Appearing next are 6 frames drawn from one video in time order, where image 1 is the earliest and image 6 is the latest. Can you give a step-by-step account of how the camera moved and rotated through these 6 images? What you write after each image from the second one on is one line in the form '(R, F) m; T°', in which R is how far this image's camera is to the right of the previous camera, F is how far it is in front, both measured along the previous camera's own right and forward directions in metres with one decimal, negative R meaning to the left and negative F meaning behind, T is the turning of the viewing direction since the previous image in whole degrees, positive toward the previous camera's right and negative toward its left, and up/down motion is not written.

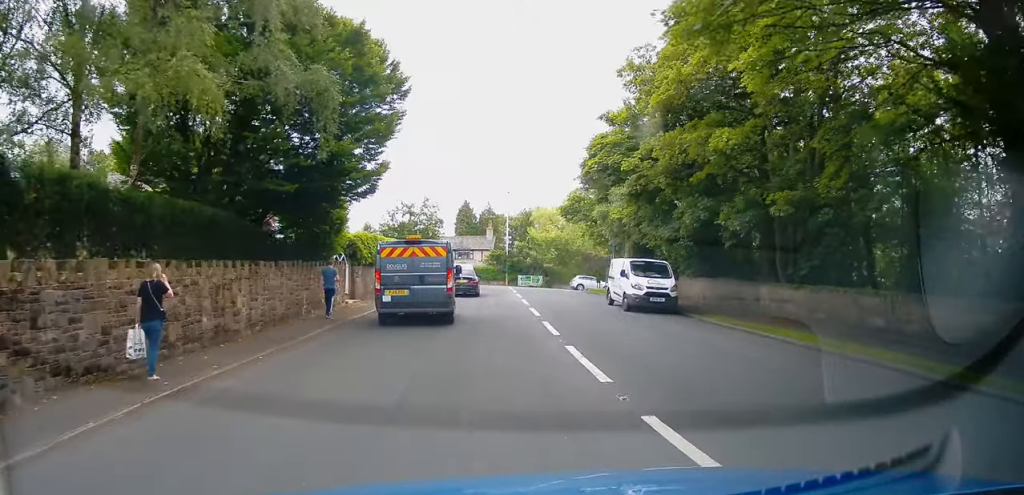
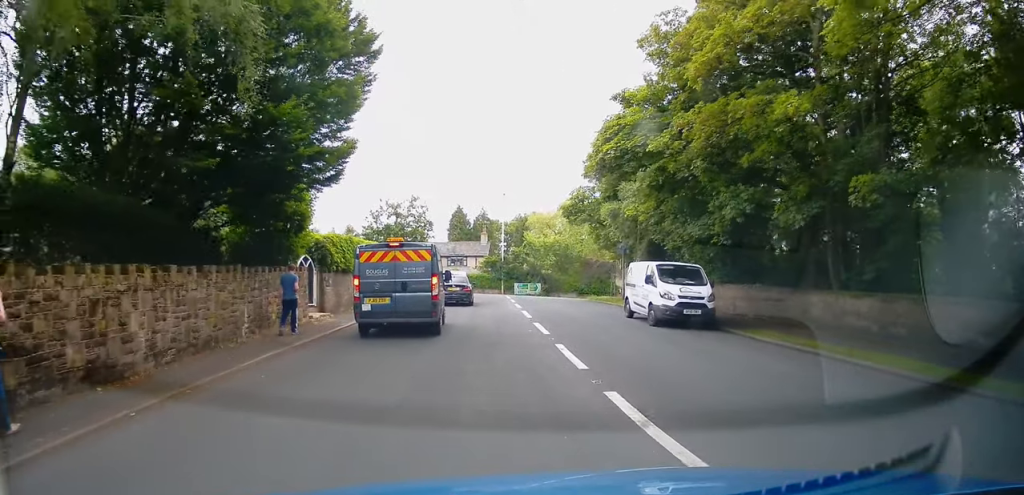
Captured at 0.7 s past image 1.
(0.0, +4.6) m; +3°
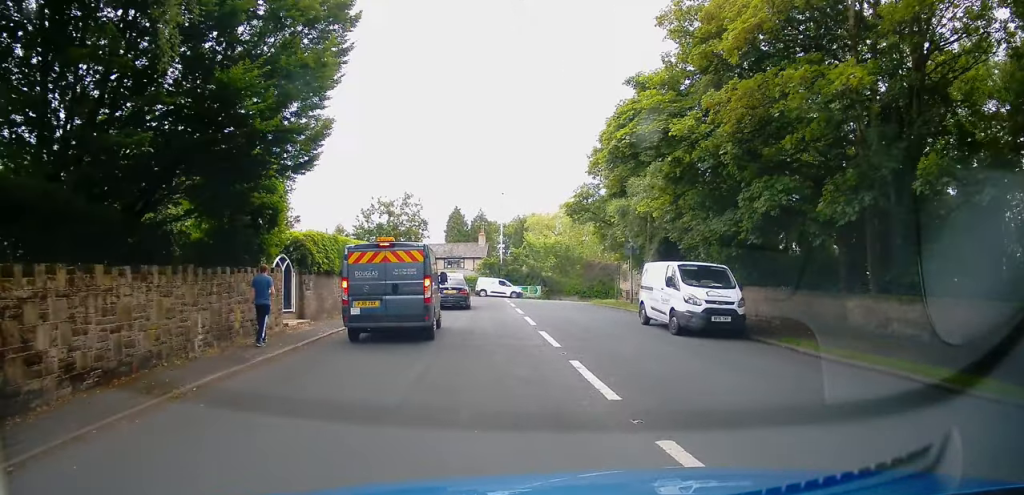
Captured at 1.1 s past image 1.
(+0.1, +2.3) m; 0°
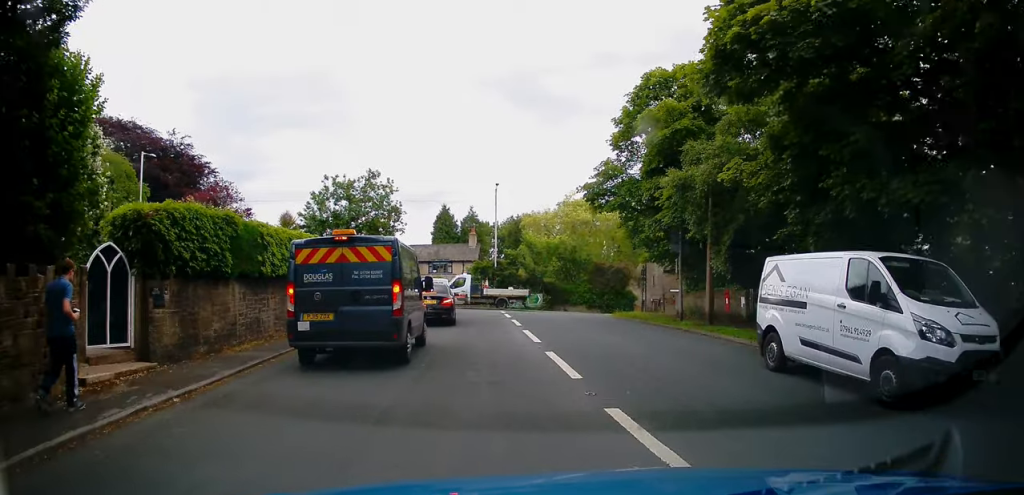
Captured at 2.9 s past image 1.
(-0.2, +9.6) m; -2°
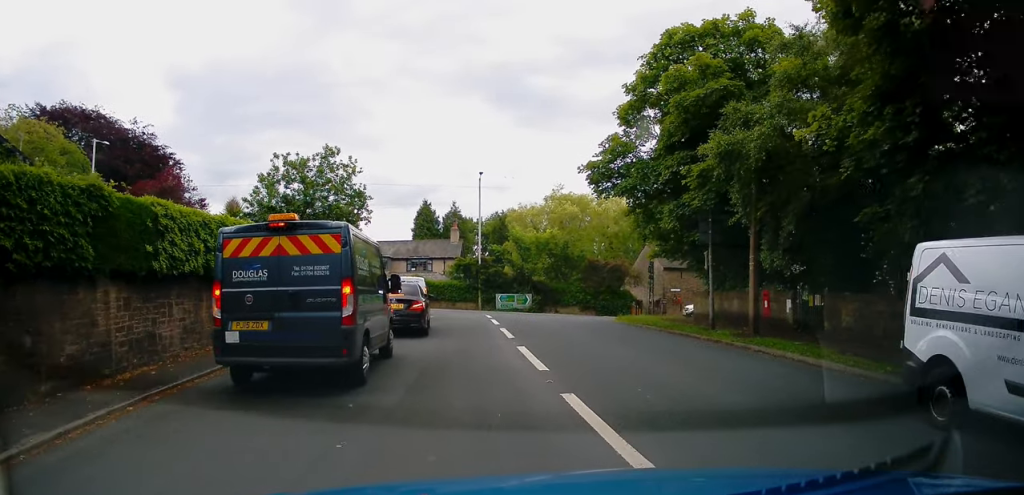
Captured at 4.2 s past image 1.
(+0.3, +5.2) m; +6°
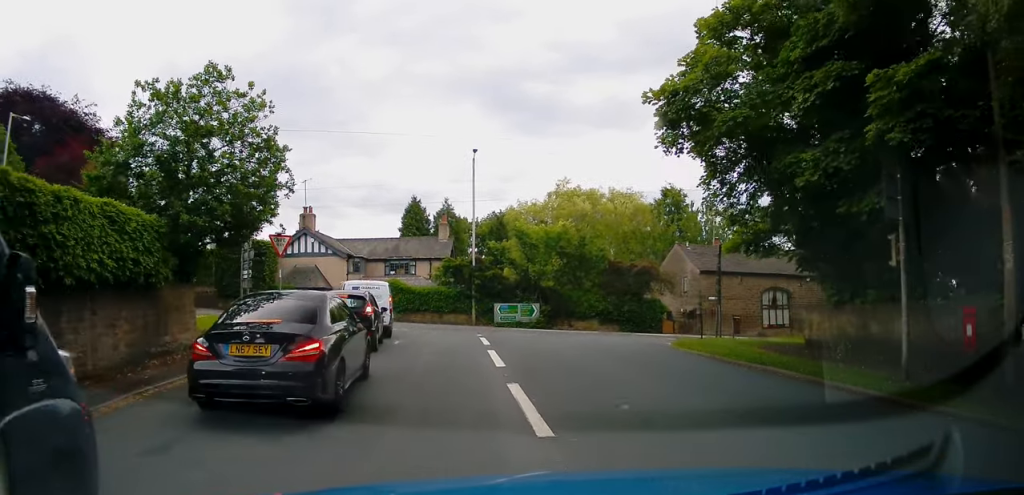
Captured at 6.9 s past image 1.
(-0.3, +9.8) m; -3°
